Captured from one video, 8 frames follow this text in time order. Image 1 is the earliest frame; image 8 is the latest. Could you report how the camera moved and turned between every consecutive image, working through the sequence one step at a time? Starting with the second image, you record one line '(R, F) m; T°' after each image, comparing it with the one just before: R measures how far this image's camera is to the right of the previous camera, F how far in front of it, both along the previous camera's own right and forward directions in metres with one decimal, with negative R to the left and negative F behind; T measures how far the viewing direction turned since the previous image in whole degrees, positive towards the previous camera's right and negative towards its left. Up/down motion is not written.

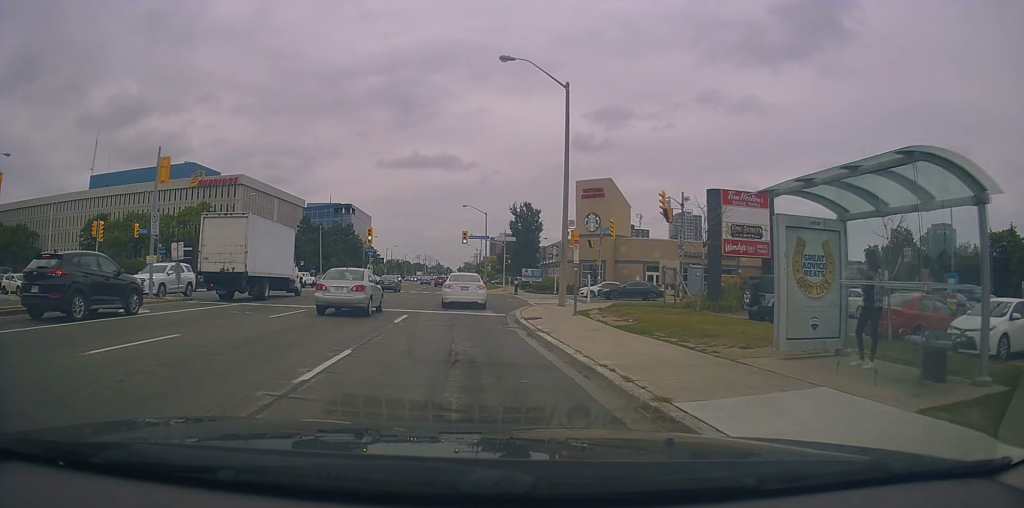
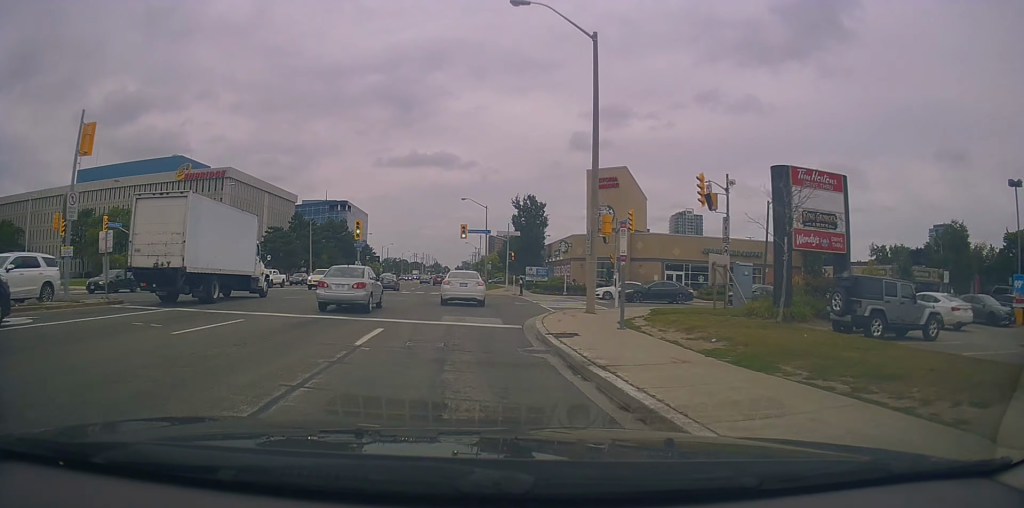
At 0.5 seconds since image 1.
(0.0, +5.9) m; 0°
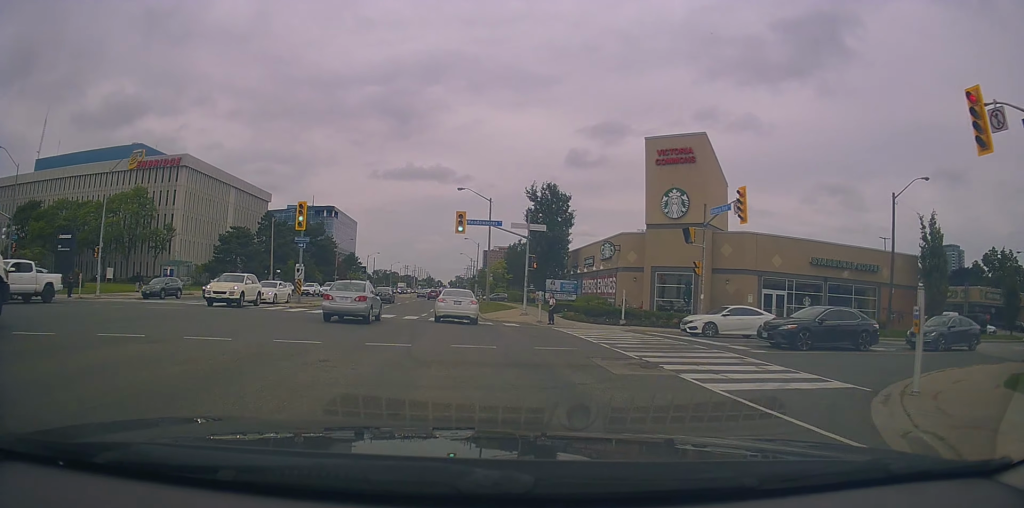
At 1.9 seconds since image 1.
(+0.6, +18.3) m; +2°
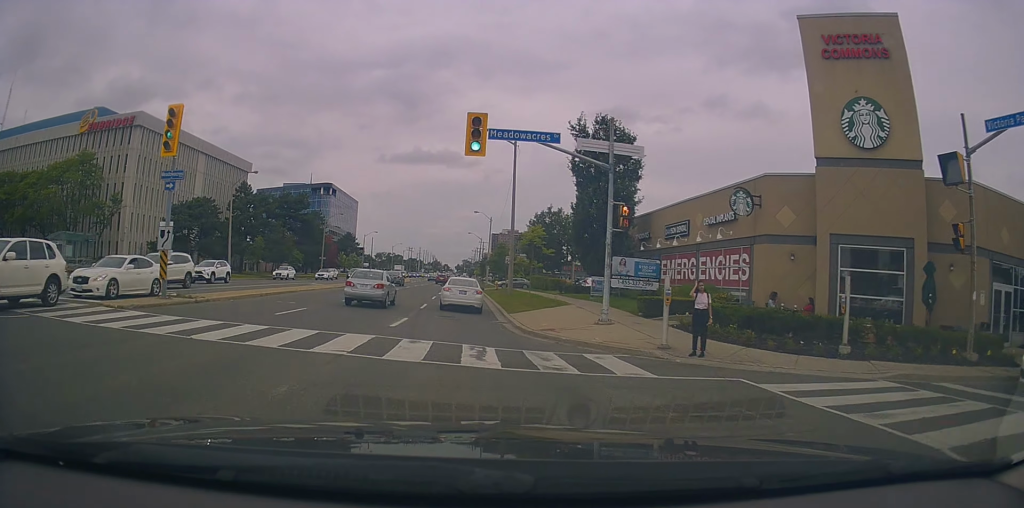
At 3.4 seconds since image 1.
(+0.2, +17.5) m; 0°
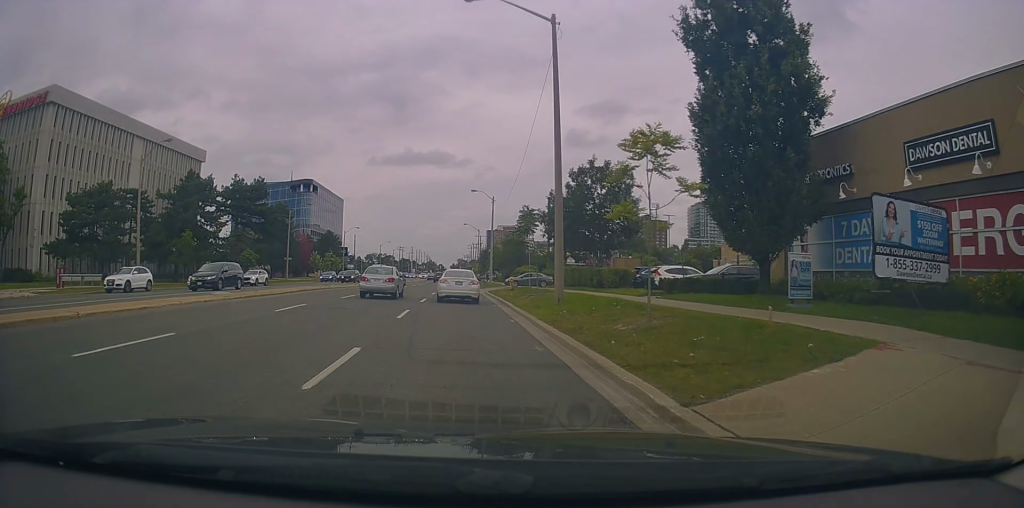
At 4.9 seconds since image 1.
(-0.2, +18.4) m; -2°
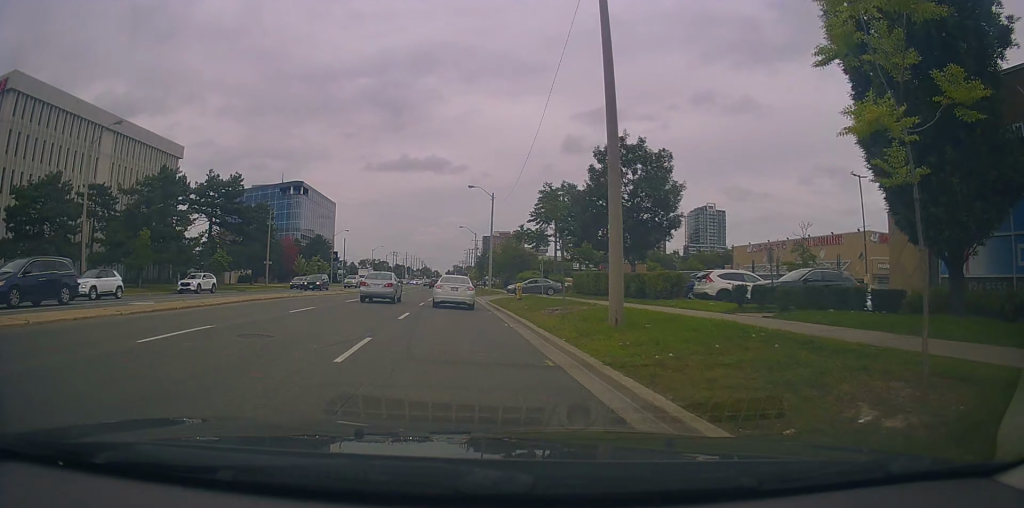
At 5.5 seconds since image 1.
(-0.1, +7.2) m; 0°
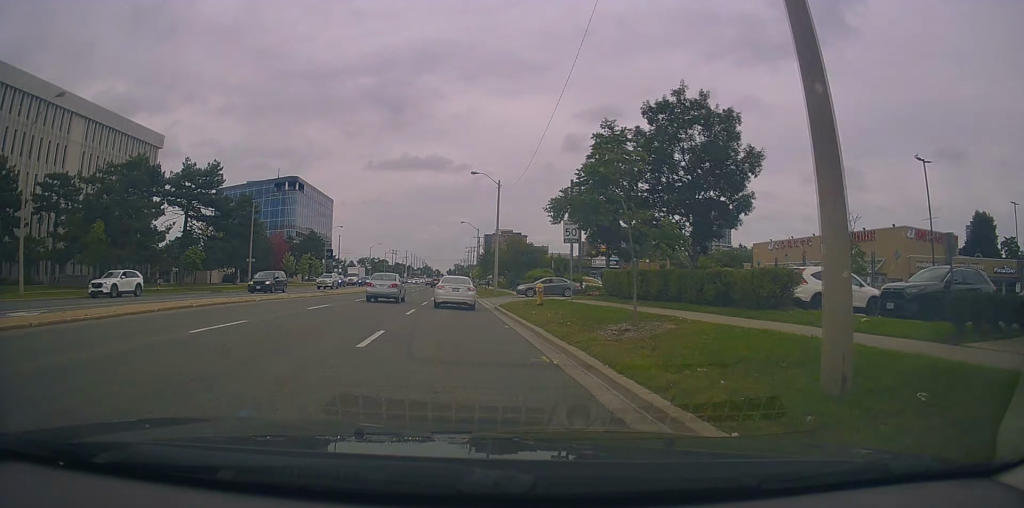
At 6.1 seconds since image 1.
(-0.2, +7.2) m; +1°
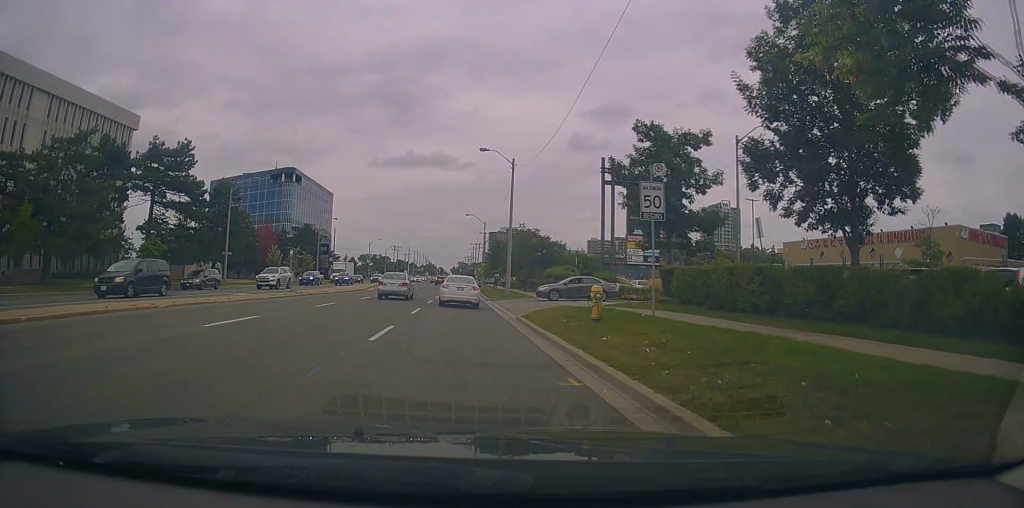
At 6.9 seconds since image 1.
(+0.3, +9.1) m; +2°
